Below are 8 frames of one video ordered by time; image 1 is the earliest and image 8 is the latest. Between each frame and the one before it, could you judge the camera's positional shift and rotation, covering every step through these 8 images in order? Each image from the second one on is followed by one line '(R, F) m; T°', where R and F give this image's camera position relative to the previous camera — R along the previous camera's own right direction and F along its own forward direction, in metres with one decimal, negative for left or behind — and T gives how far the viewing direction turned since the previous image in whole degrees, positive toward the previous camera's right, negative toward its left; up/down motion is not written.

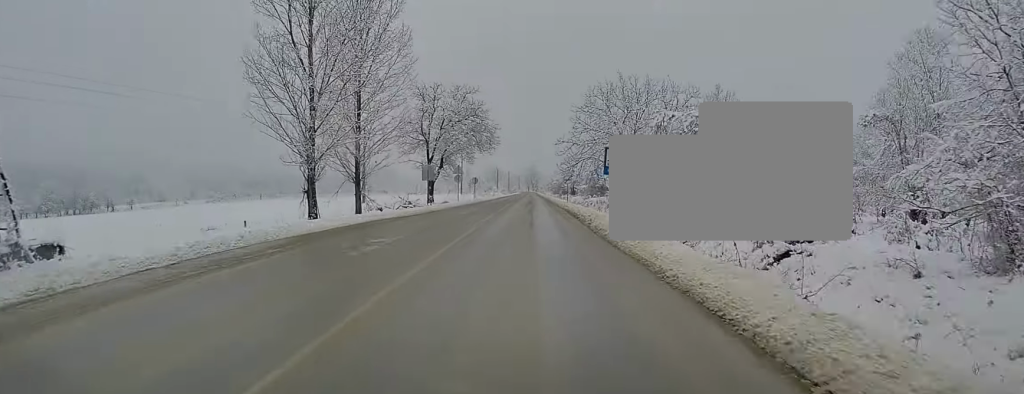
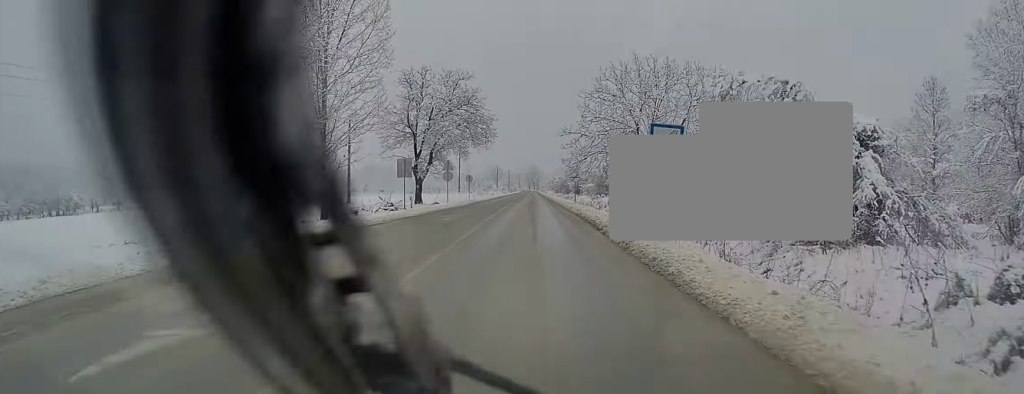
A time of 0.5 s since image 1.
(0.0, +8.2) m; 0°
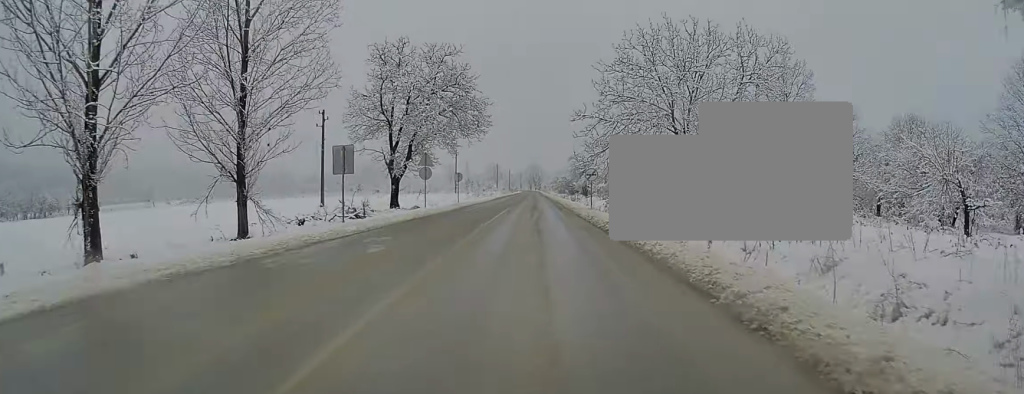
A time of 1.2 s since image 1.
(0.0, +11.4) m; 0°
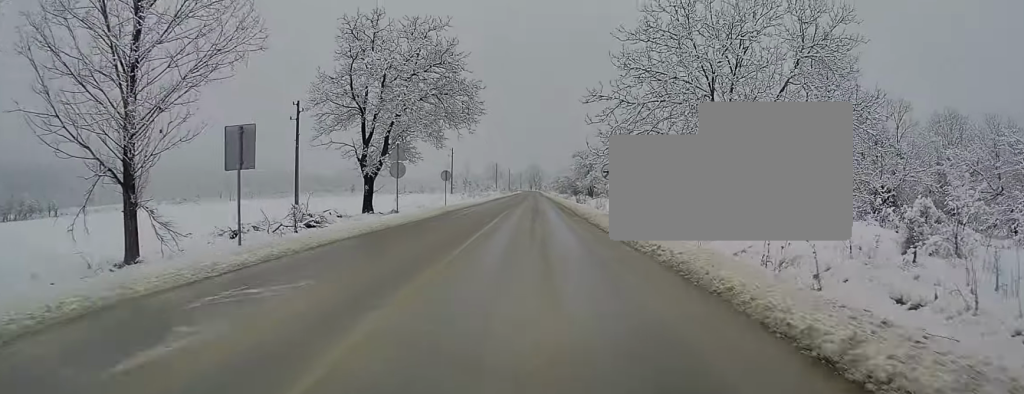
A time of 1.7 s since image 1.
(0.0, +8.2) m; 0°
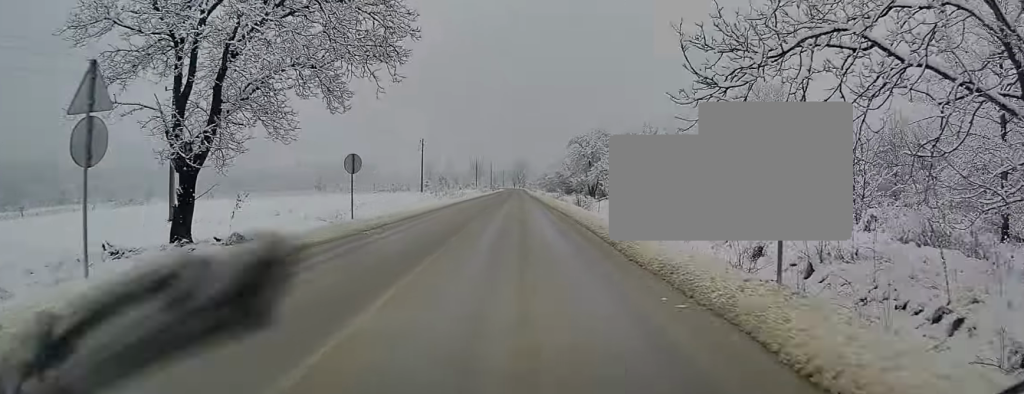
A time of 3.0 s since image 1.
(0.0, +20.9) m; 0°
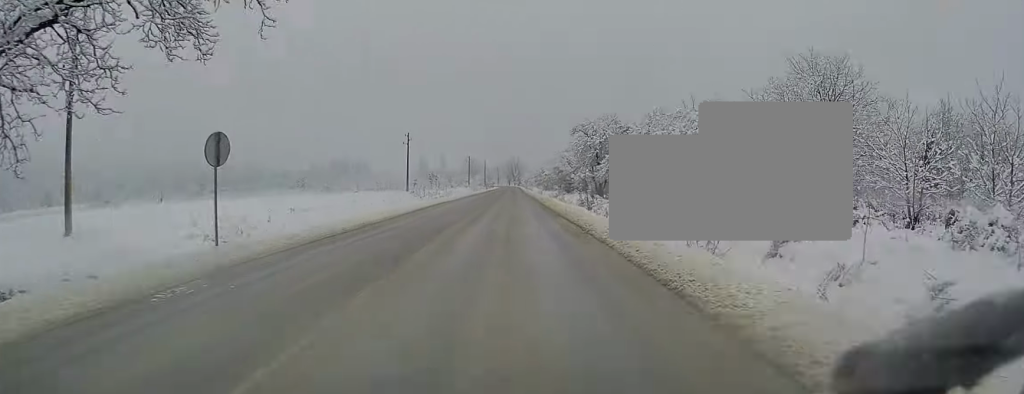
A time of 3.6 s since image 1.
(0.0, +10.6) m; 0°
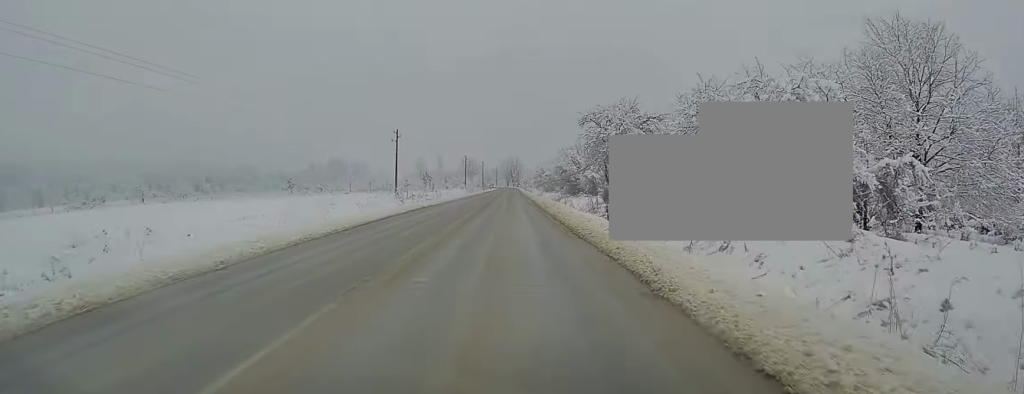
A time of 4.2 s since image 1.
(0.0, +9.6) m; 0°
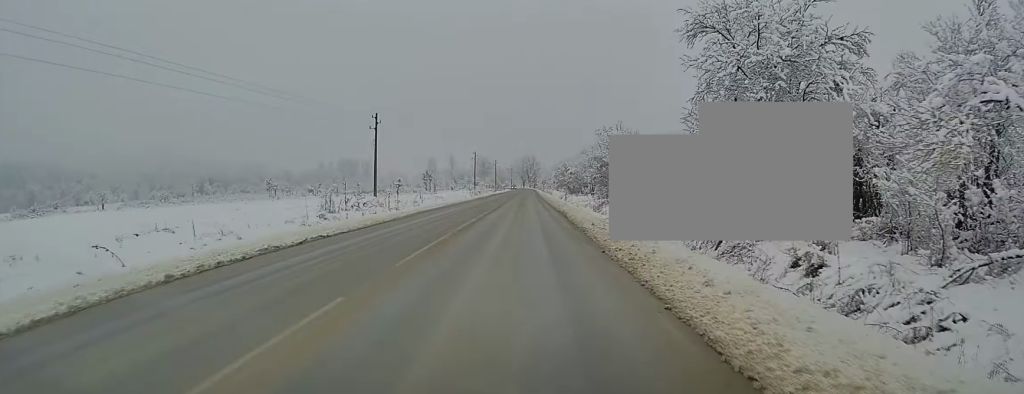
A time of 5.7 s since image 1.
(+0.2, +26.0) m; 0°
